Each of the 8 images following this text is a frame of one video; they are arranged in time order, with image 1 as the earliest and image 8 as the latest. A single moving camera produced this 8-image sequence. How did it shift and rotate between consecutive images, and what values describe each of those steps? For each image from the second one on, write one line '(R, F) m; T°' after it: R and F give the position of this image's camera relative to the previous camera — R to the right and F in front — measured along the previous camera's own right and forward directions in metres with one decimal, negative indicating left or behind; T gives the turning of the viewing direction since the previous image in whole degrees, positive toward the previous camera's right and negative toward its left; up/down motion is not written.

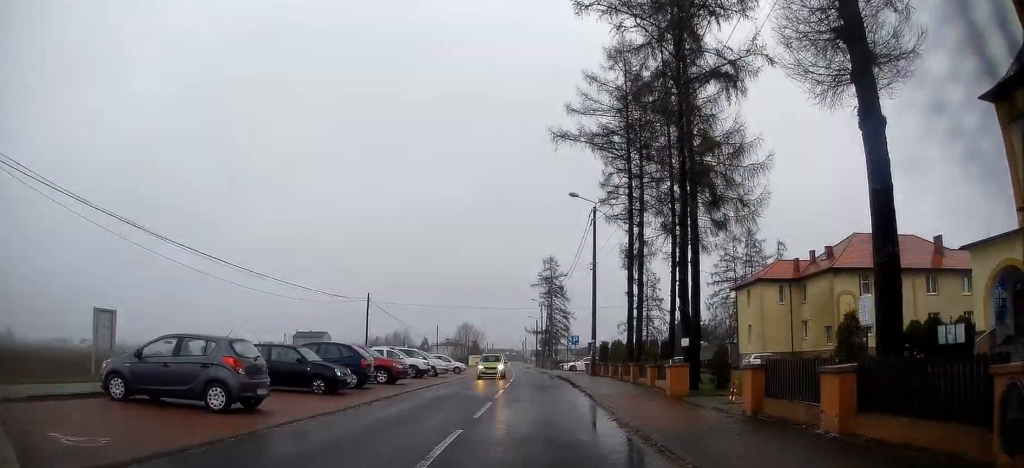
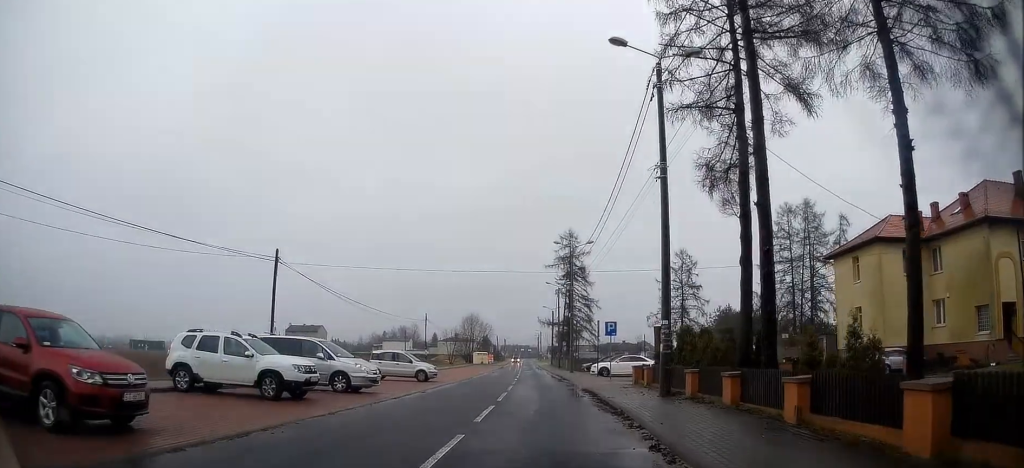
(-0.1, +17.9) m; -2°
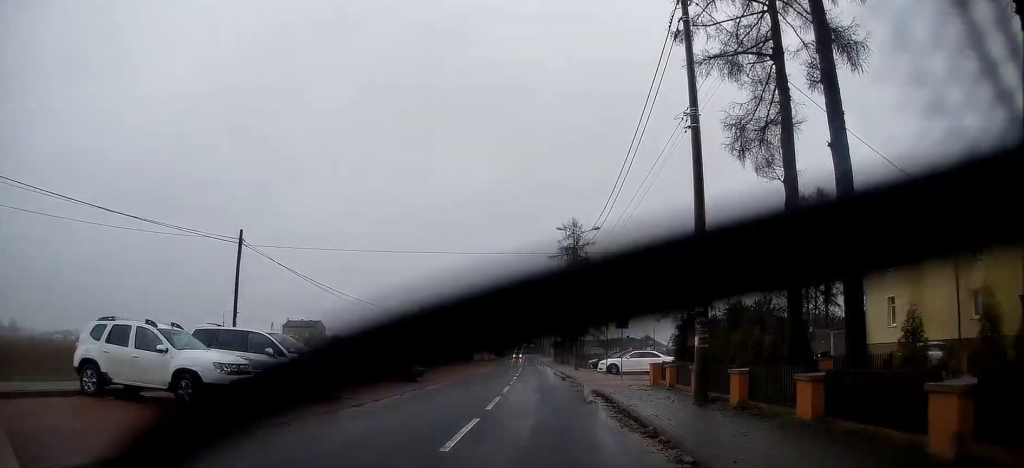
(0.0, +3.7) m; 0°
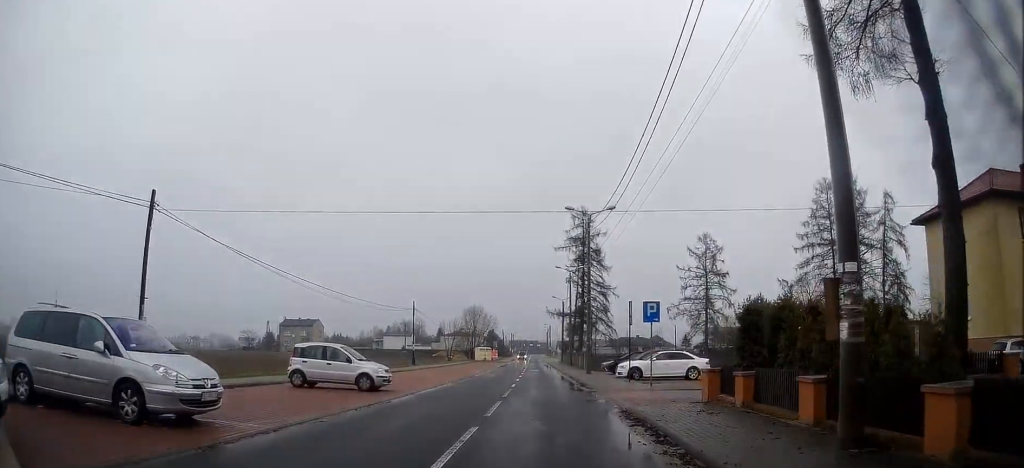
(0.0, +6.7) m; 0°
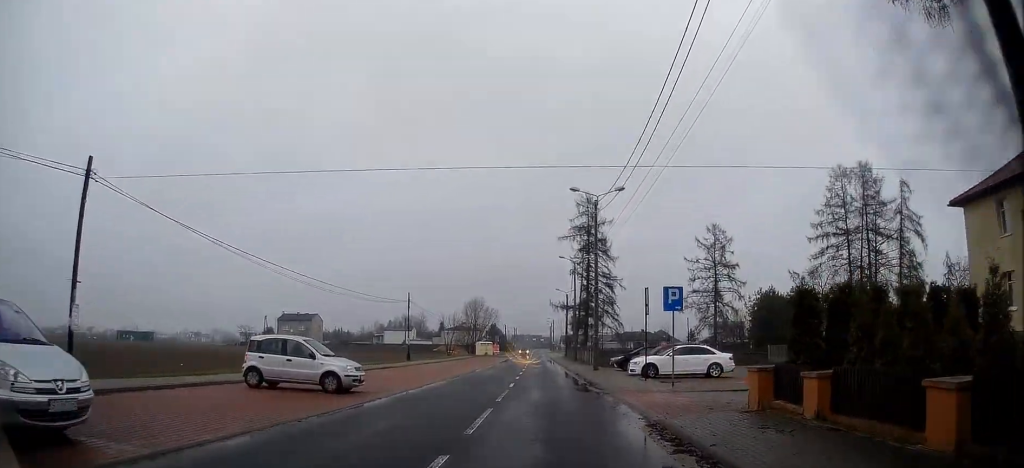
(0.0, +3.3) m; 0°
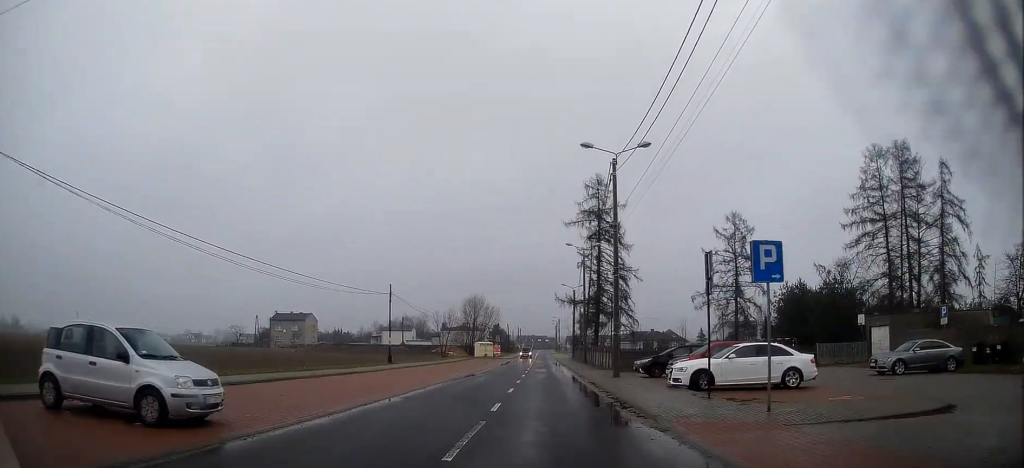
(+0.1, +7.9) m; 0°
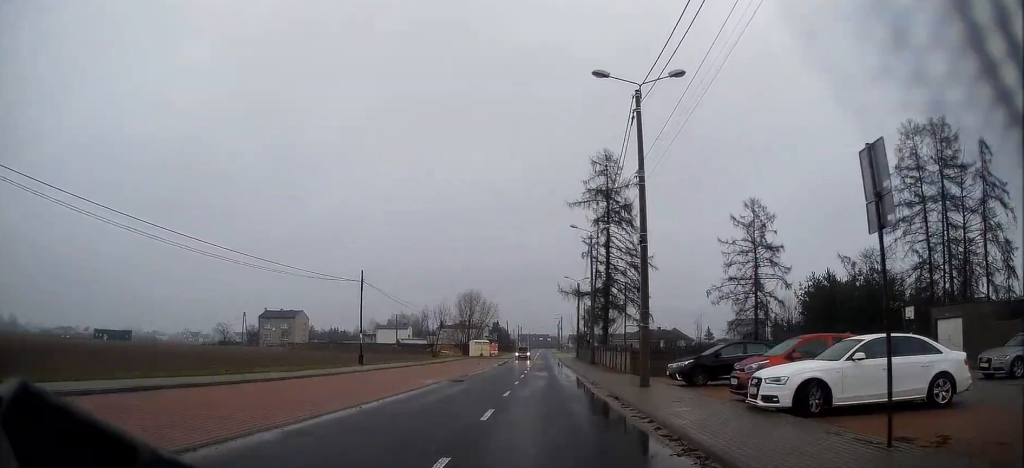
(-0.1, +7.5) m; -1°
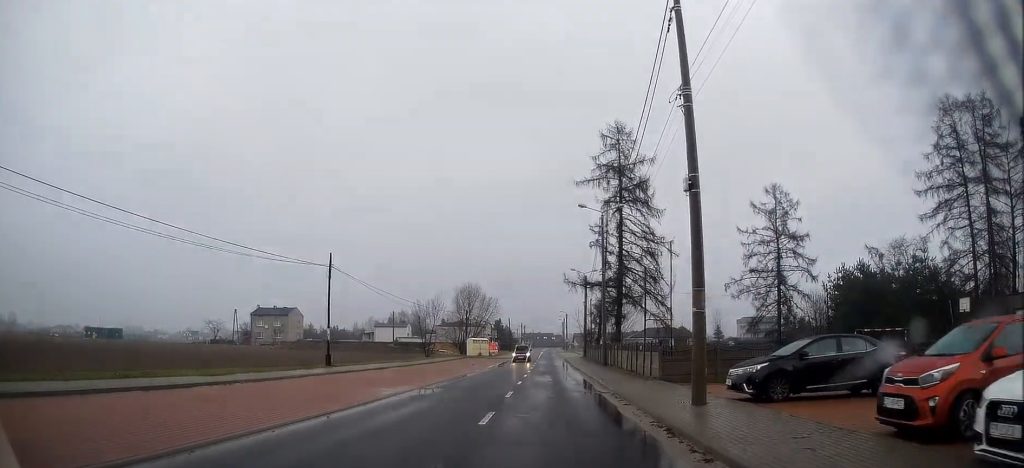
(0.0, +6.5) m; 0°
